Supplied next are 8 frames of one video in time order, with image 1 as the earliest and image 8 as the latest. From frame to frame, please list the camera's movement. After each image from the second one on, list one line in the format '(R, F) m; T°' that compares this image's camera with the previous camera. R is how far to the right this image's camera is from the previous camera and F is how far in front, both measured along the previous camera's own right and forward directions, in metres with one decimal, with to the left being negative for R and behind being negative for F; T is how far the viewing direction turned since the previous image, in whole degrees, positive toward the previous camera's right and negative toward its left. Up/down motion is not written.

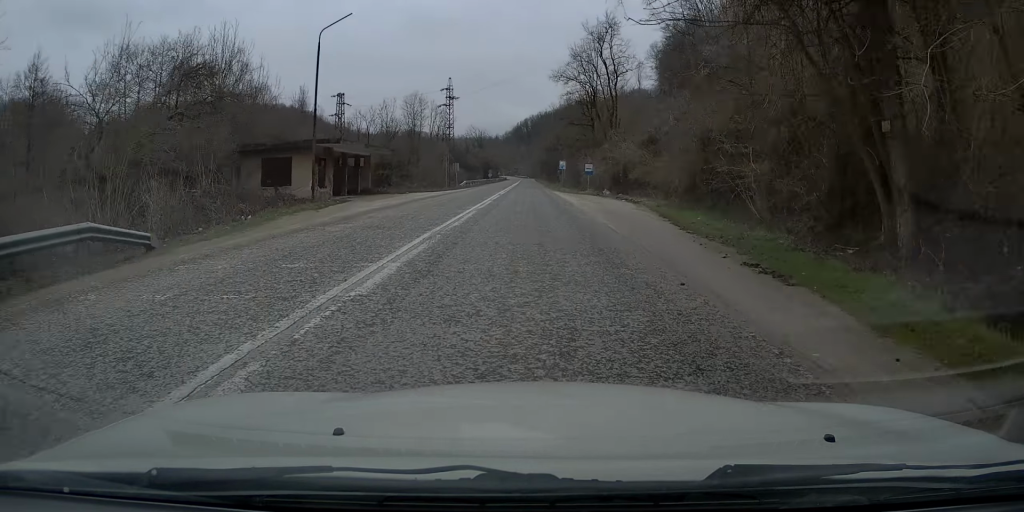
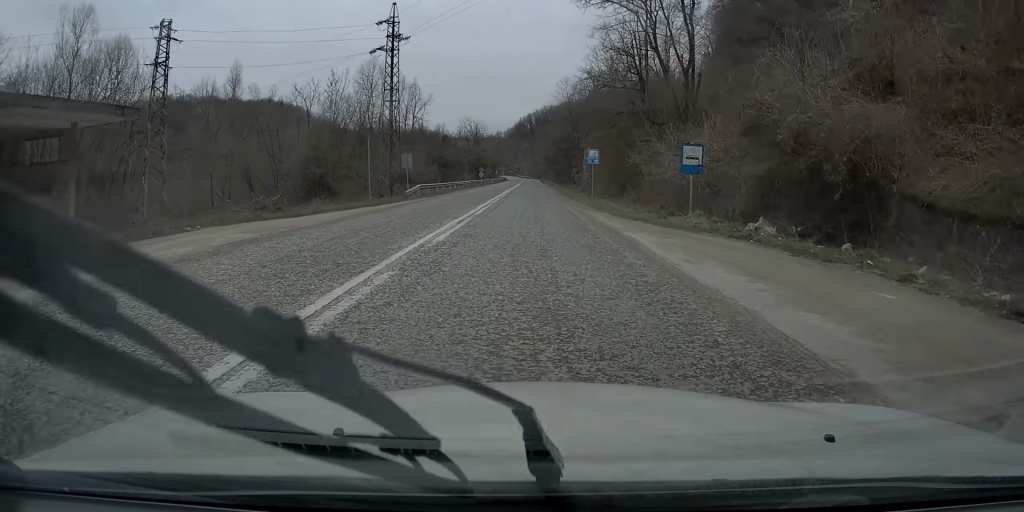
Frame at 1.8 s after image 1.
(+0.4, +31.1) m; +1°
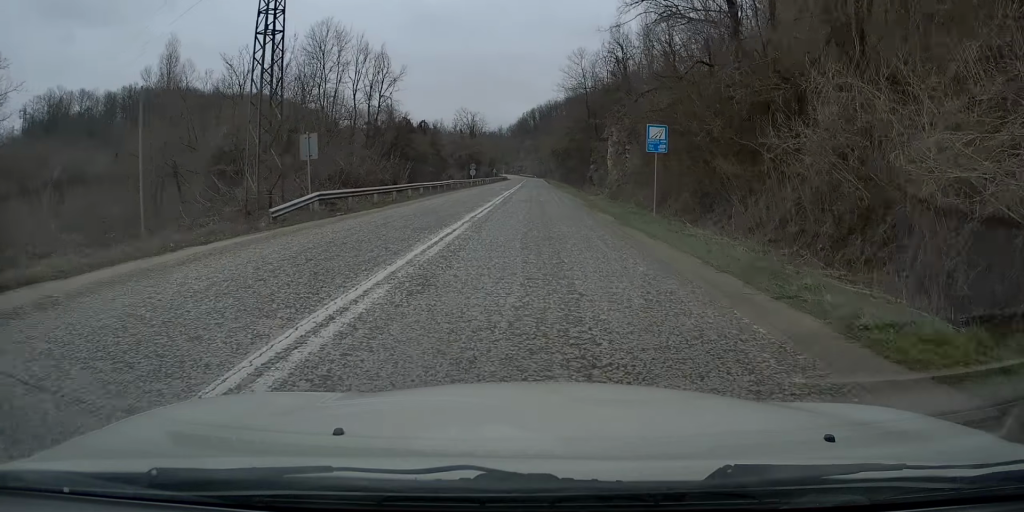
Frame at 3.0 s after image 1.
(-0.2, +19.8) m; -1°
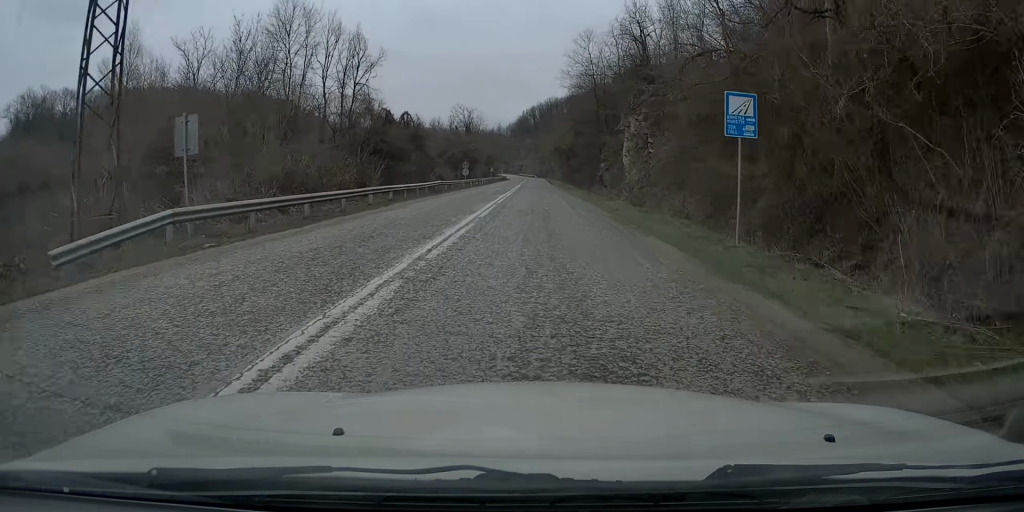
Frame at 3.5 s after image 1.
(+0.1, +8.7) m; 0°
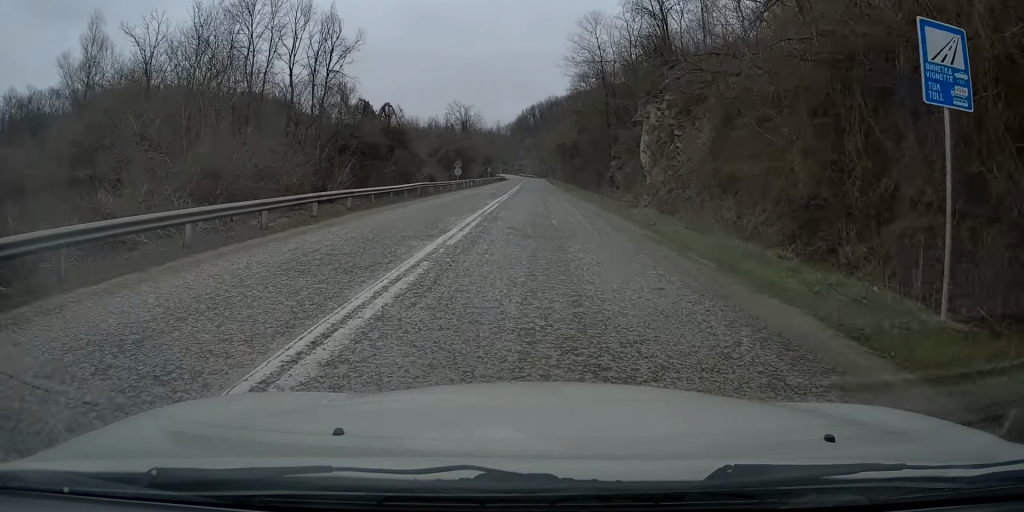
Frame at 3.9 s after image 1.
(0.0, +7.0) m; 0°
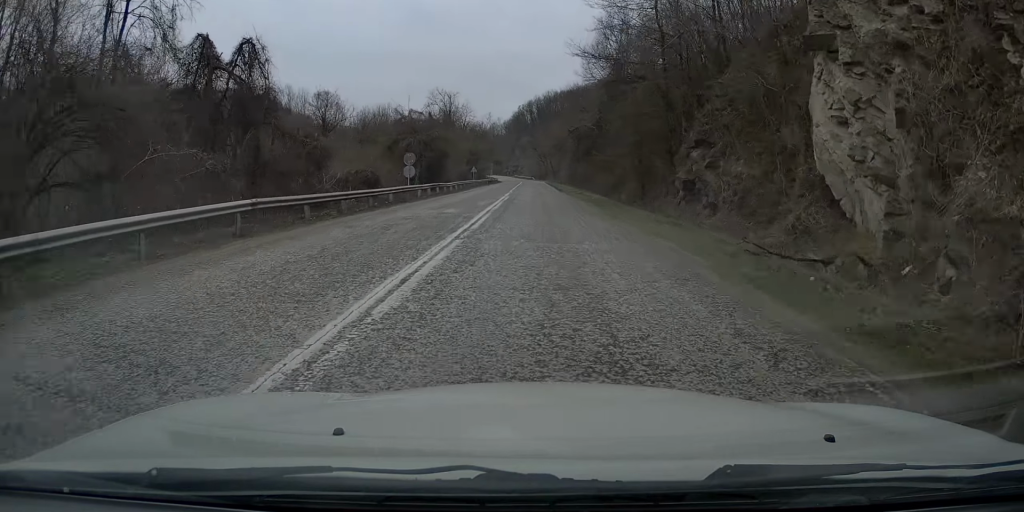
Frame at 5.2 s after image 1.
(-0.3, +23.2) m; 0°
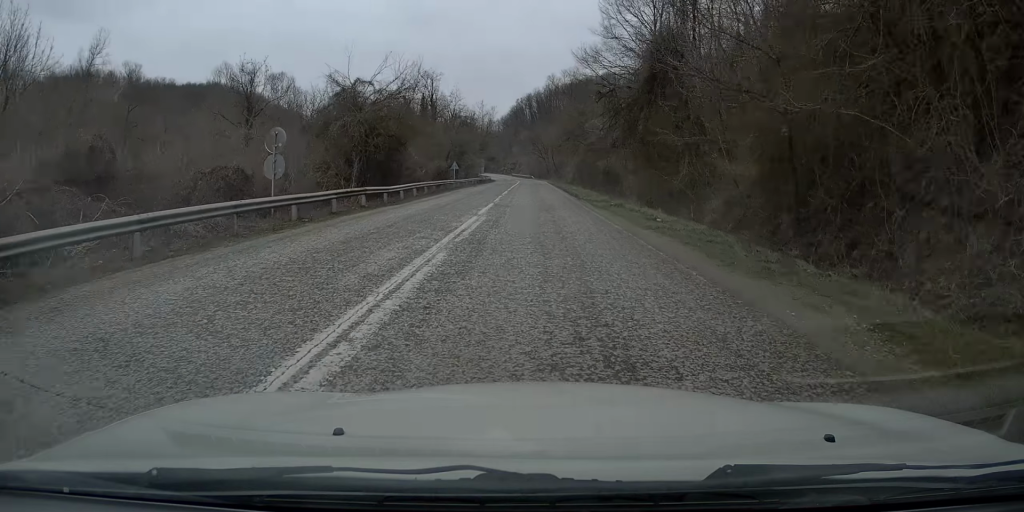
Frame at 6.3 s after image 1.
(+0.2, +19.7) m; +1°
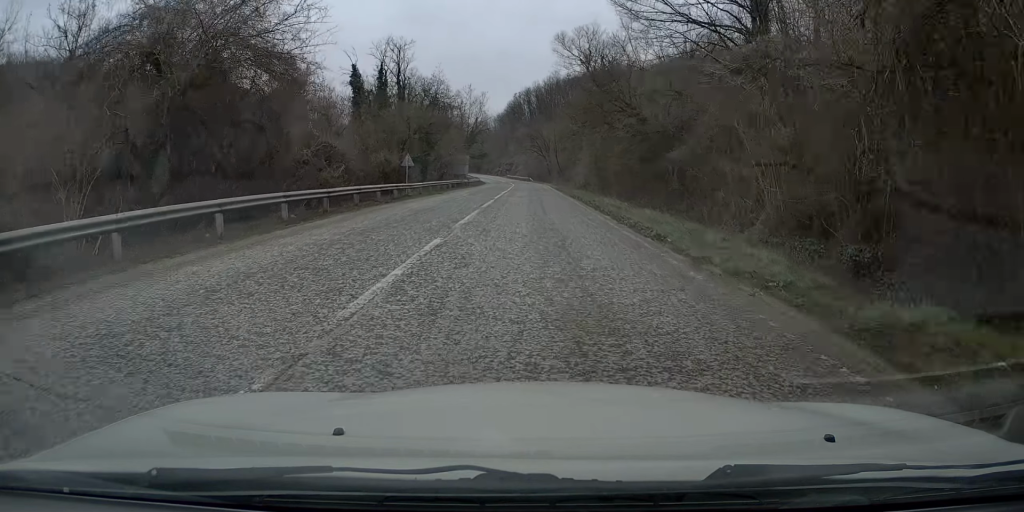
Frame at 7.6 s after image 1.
(-0.1, +22.8) m; 0°
